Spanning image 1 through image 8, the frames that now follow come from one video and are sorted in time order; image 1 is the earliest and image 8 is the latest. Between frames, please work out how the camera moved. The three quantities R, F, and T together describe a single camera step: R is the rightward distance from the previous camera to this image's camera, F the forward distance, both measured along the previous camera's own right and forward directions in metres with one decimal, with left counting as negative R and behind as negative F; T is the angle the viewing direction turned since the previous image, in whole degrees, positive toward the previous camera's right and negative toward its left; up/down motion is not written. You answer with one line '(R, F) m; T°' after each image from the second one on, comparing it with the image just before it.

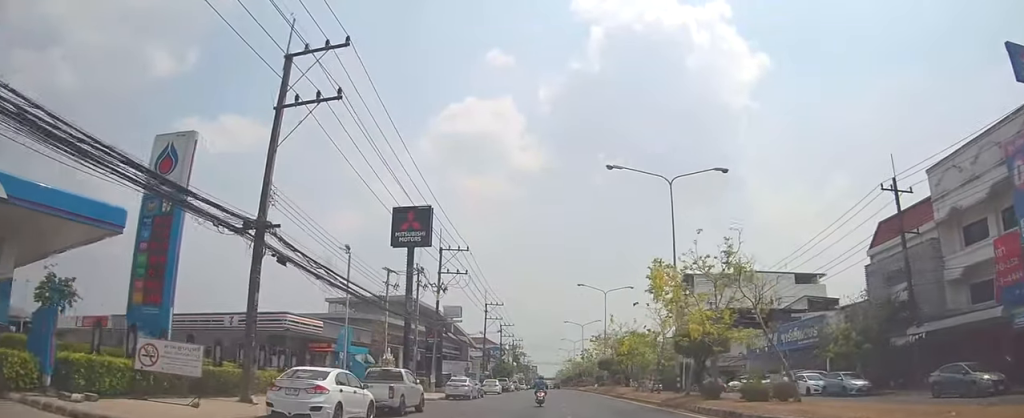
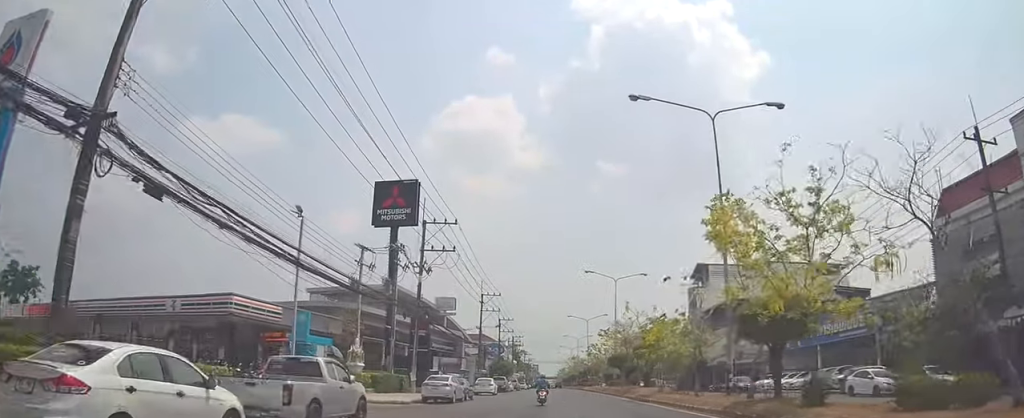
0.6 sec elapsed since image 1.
(+0.4, +8.1) m; 0°
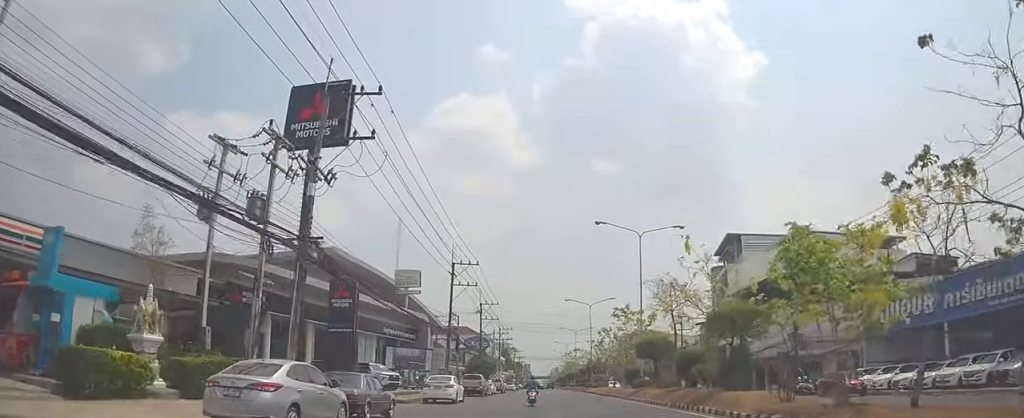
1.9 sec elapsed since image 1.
(-0.5, +19.5) m; 0°
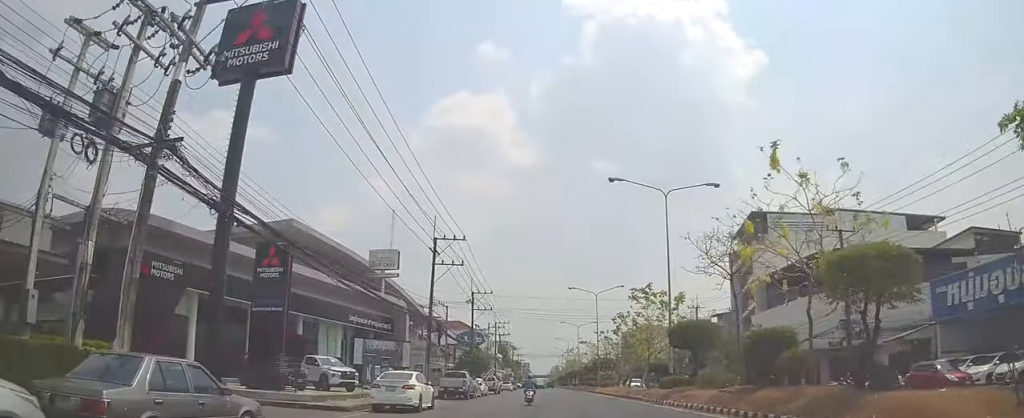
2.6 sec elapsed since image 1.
(+0.5, +9.3) m; -1°
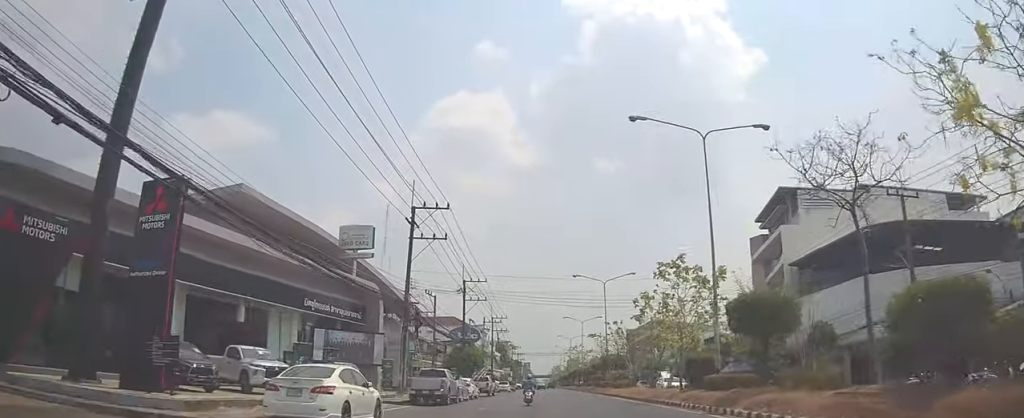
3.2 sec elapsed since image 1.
(-0.1, +8.3) m; -2°
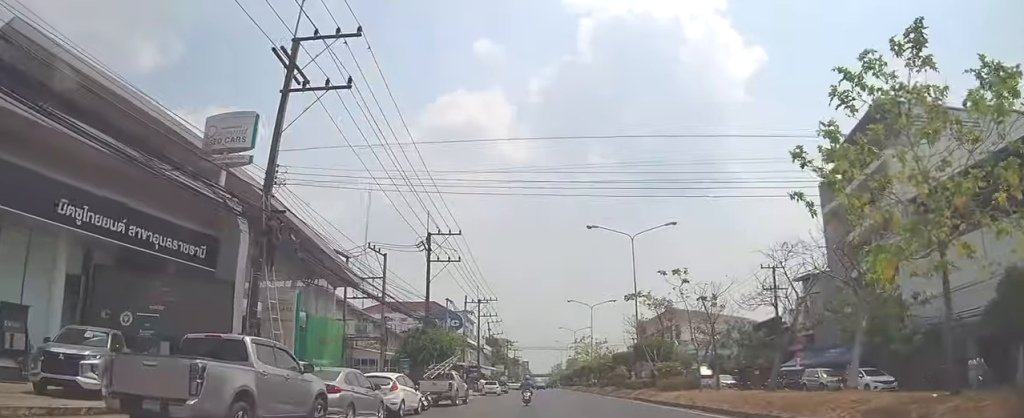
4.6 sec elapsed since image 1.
(-1.0, +19.2) m; -1°
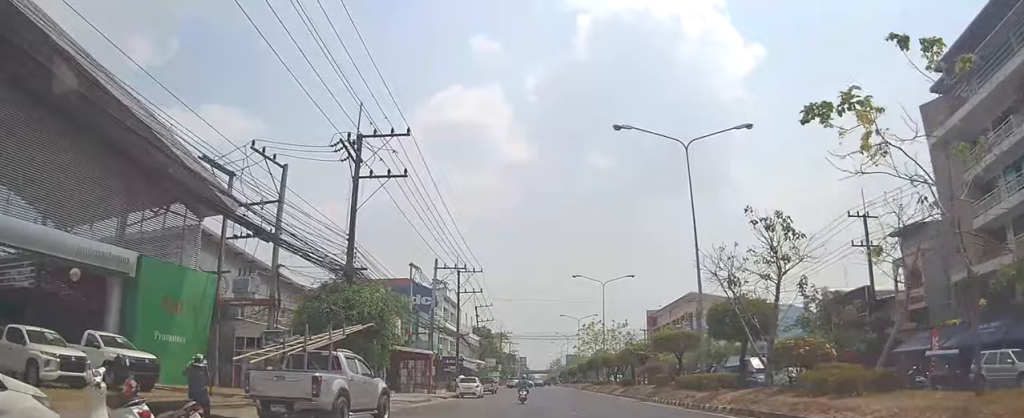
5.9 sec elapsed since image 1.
(+0.8, +15.9) m; +1°
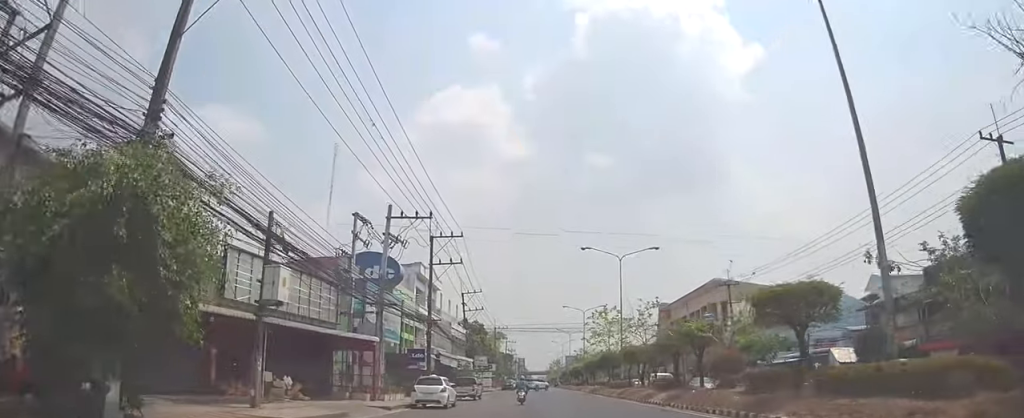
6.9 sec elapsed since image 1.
(-0.7, +13.3) m; 0°
